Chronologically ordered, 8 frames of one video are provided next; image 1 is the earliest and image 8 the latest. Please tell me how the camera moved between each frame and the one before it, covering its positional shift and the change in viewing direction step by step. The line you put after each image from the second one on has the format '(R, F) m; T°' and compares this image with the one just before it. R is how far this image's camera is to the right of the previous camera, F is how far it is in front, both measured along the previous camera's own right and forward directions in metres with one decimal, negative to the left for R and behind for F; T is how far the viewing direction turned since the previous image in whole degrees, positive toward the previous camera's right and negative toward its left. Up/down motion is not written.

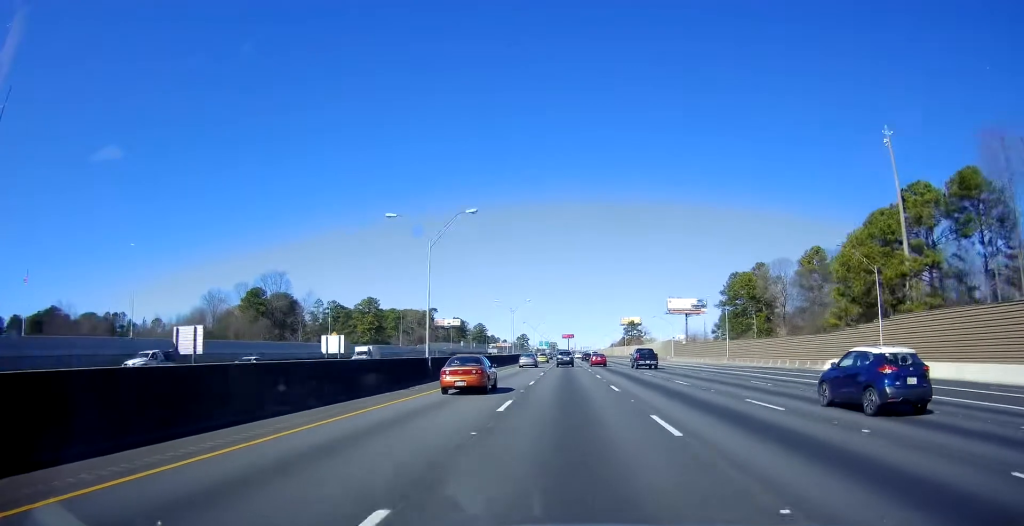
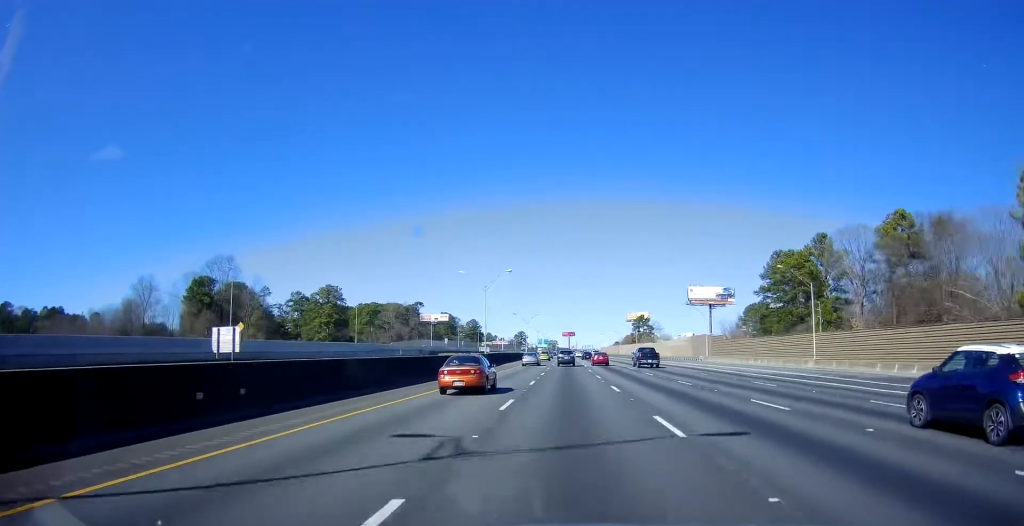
(+0.3, +36.0) m; 0°
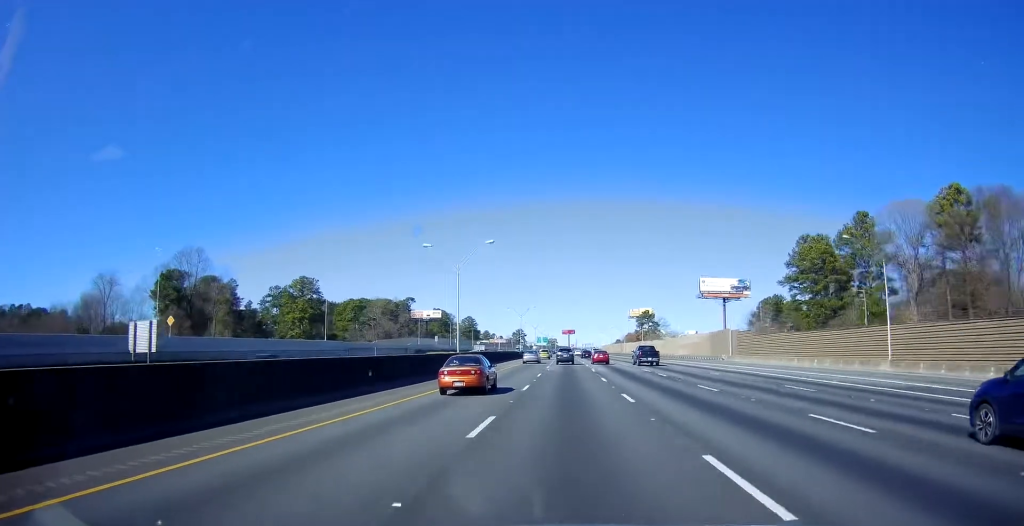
(0.0, +16.6) m; 0°
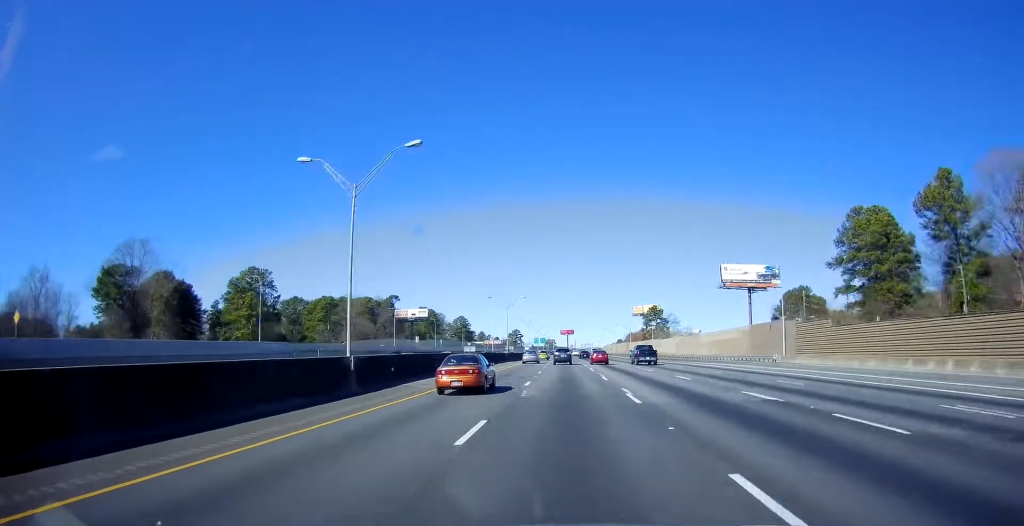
(0.0, +25.0) m; 0°
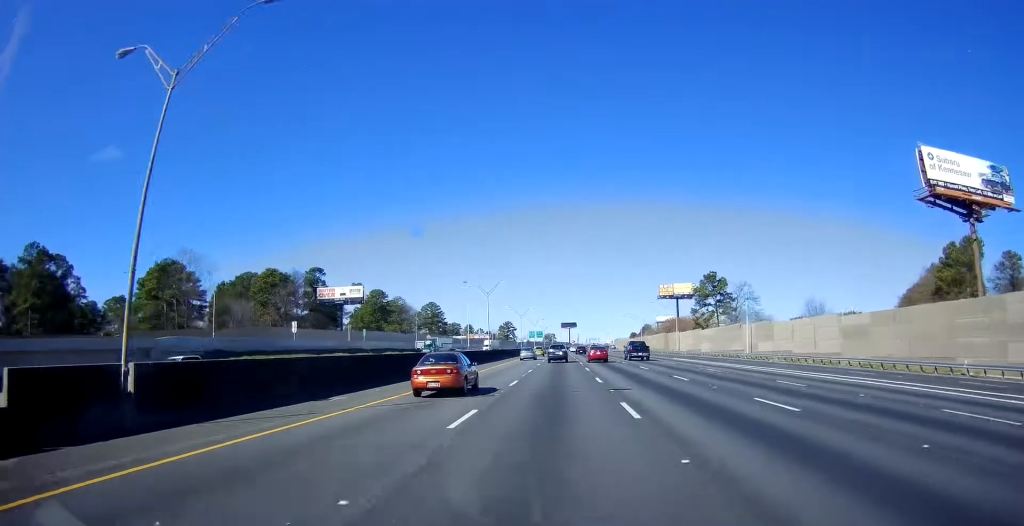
(+1.4, +84.6) m; -1°
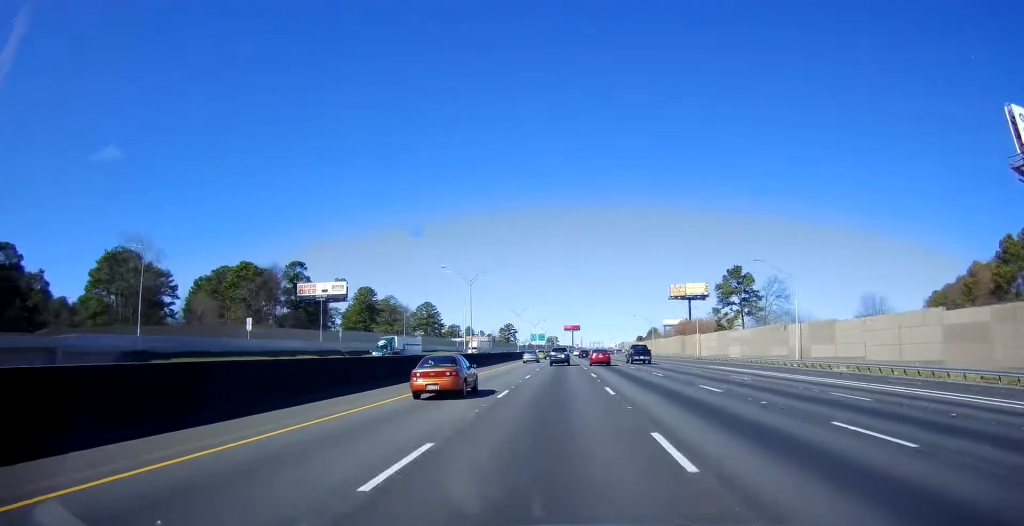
(-0.2, +17.1) m; -1°
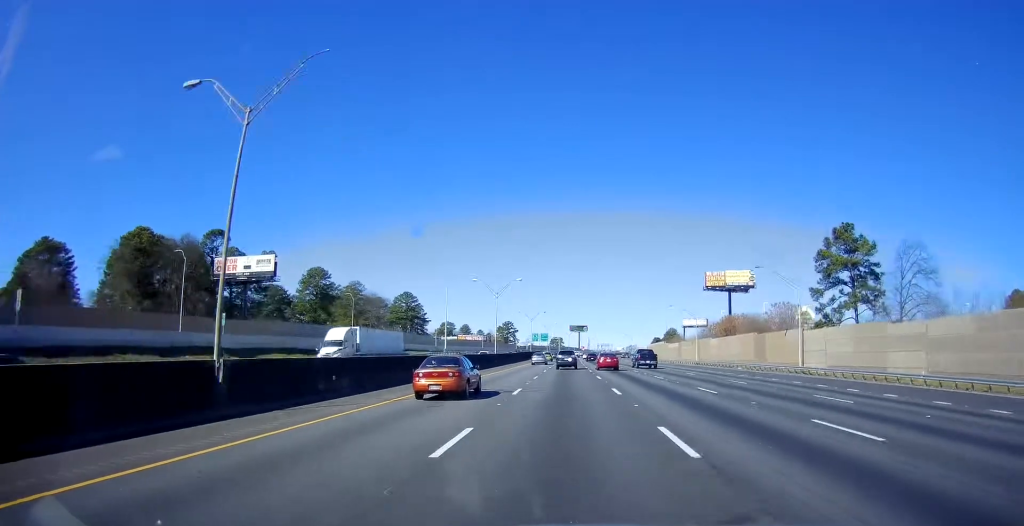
(0.0, +47.1) m; +1°
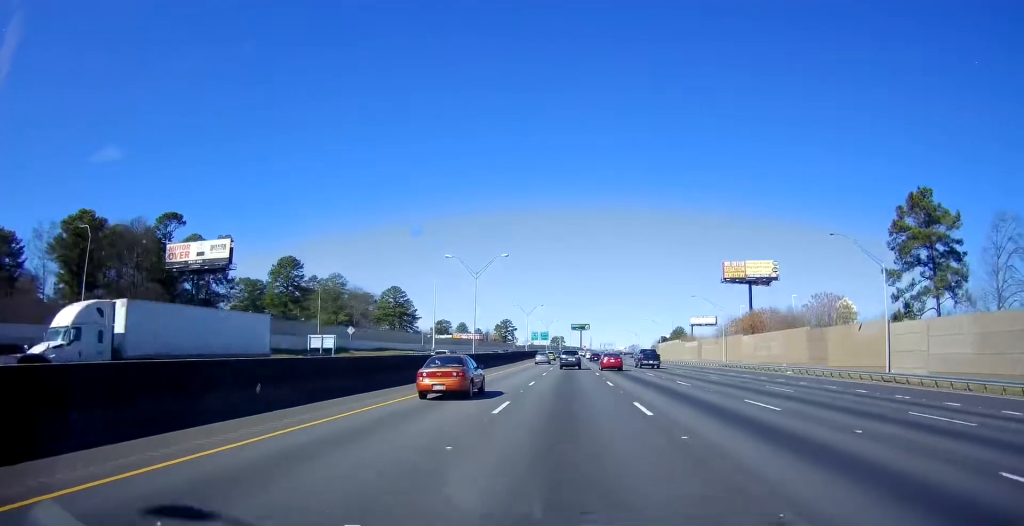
(+0.3, +18.5) m; 0°
